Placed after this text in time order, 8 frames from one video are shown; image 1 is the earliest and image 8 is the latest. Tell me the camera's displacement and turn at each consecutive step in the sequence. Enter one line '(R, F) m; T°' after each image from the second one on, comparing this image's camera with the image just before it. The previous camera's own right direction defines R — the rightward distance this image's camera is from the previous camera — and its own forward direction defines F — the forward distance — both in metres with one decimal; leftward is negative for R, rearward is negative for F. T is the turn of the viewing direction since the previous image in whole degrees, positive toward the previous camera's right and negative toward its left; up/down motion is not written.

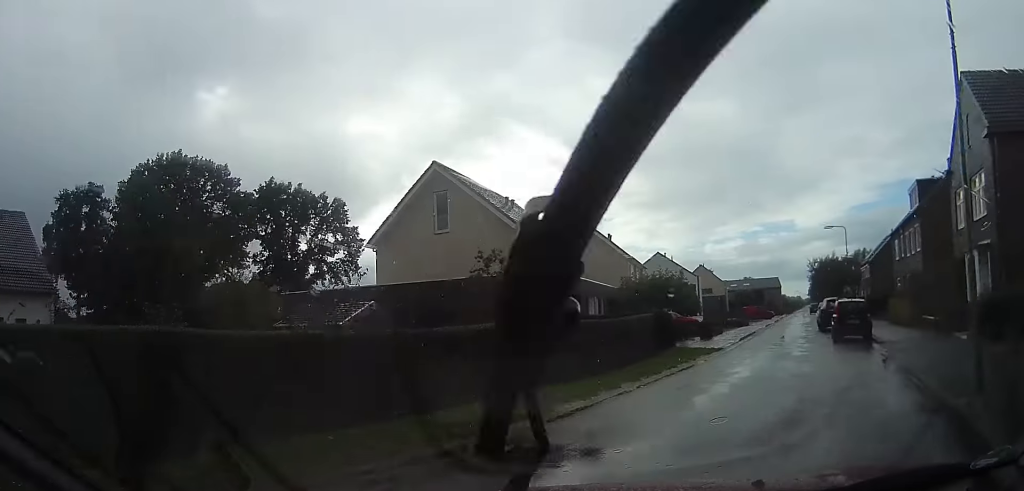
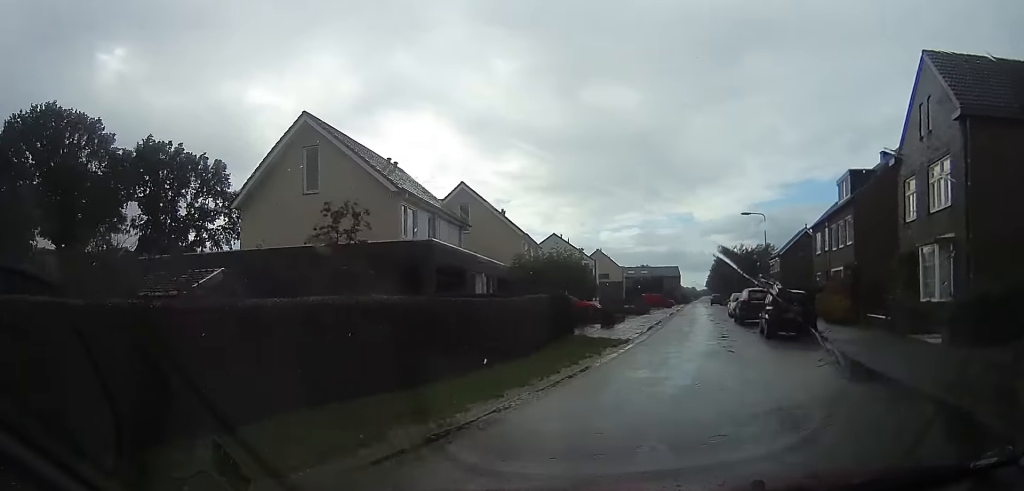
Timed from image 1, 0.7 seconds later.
(+0.5, +2.8) m; +12°
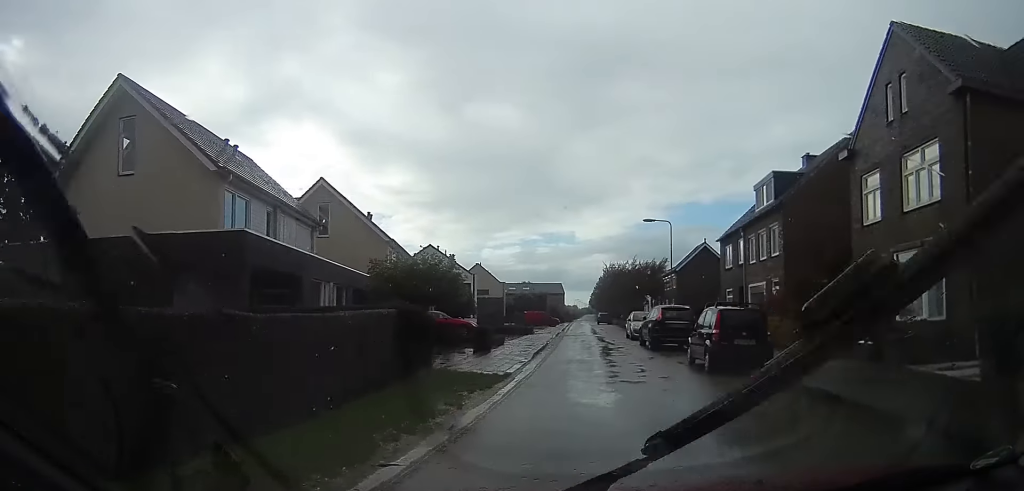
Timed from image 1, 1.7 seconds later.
(+0.1, +4.3) m; +3°
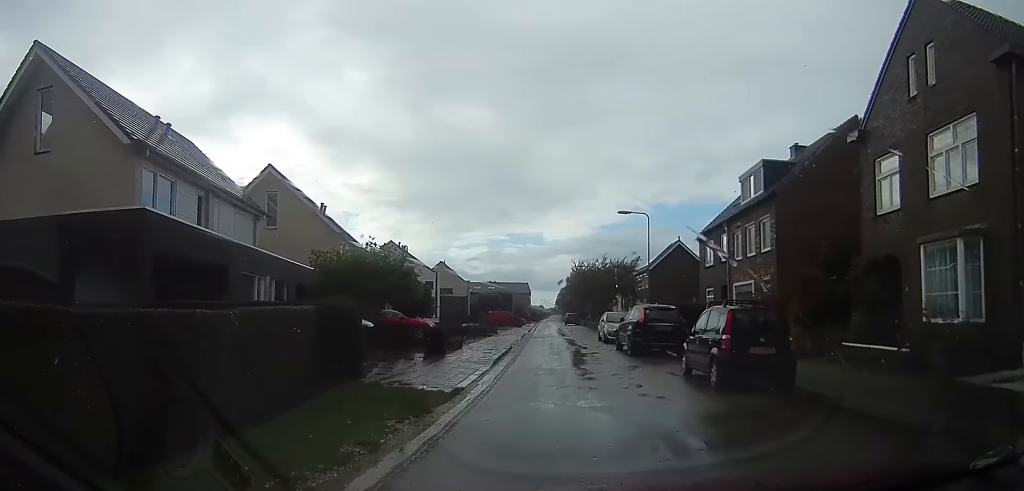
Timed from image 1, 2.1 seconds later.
(0.0, +2.7) m; +5°
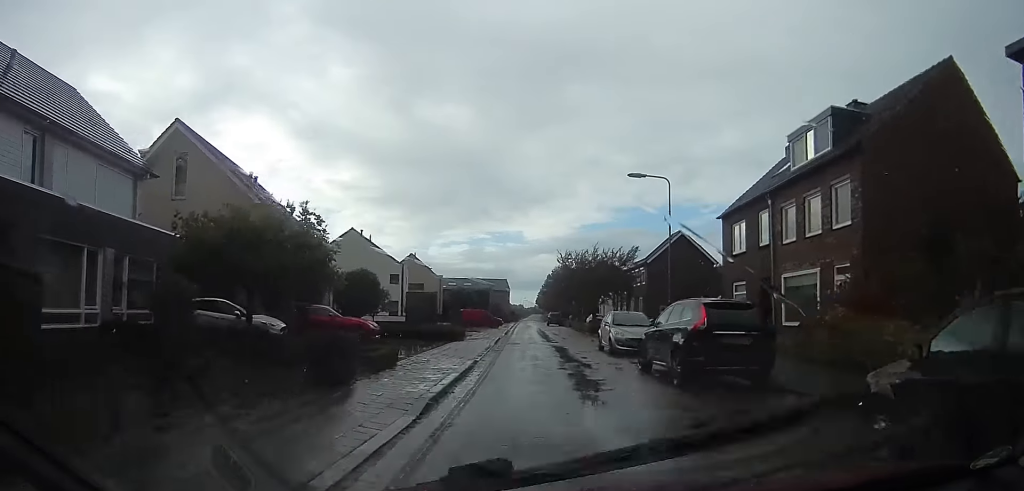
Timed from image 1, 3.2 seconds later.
(+0.8, +7.2) m; +11°
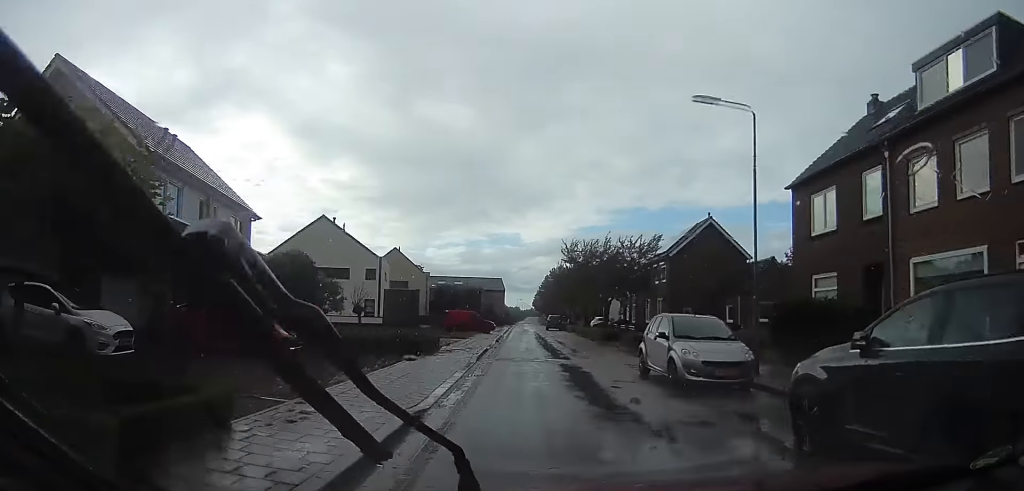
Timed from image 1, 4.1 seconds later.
(+0.6, +7.7) m; +4°
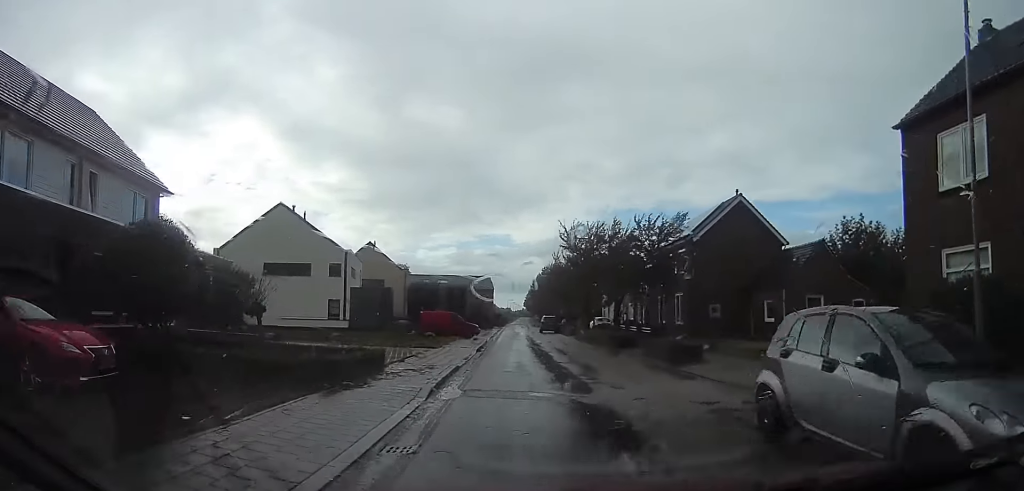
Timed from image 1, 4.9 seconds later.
(0.0, +6.8) m; 0°
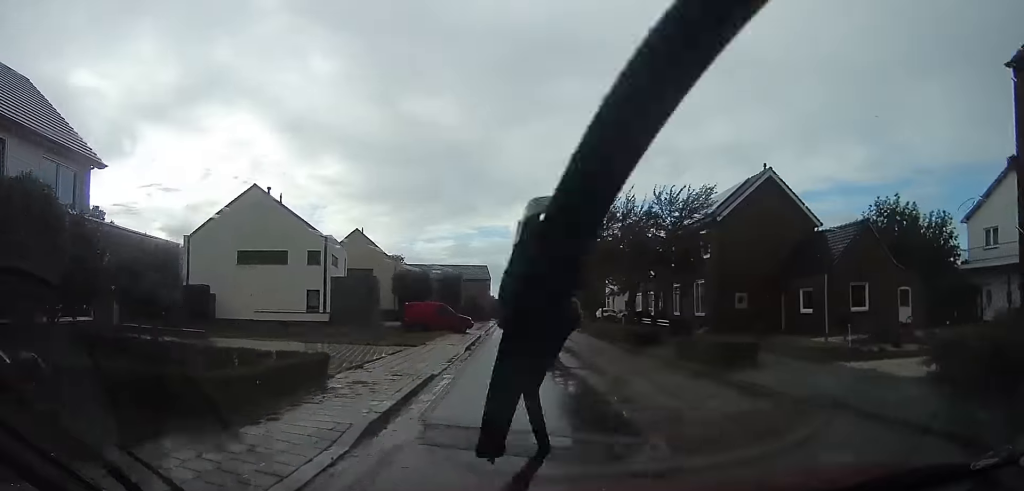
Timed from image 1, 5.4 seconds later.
(0.0, +3.8) m; 0°
